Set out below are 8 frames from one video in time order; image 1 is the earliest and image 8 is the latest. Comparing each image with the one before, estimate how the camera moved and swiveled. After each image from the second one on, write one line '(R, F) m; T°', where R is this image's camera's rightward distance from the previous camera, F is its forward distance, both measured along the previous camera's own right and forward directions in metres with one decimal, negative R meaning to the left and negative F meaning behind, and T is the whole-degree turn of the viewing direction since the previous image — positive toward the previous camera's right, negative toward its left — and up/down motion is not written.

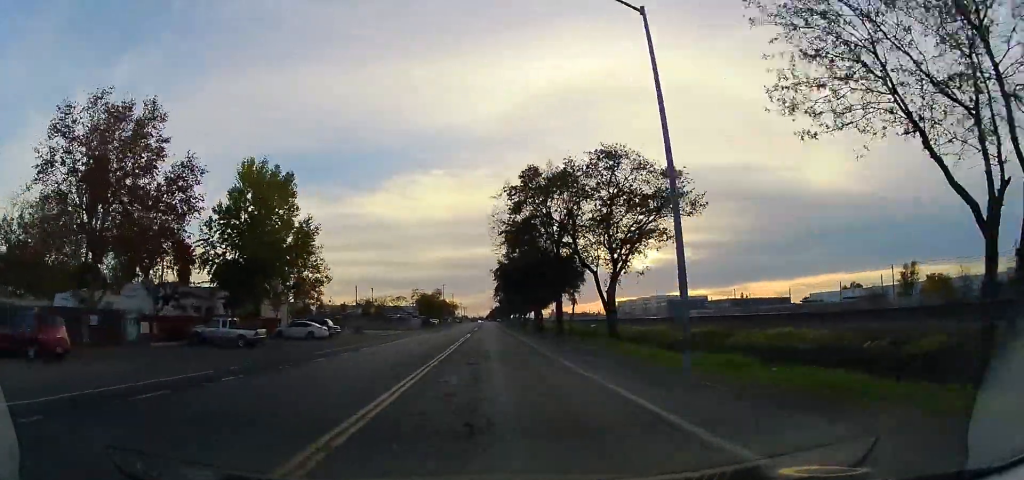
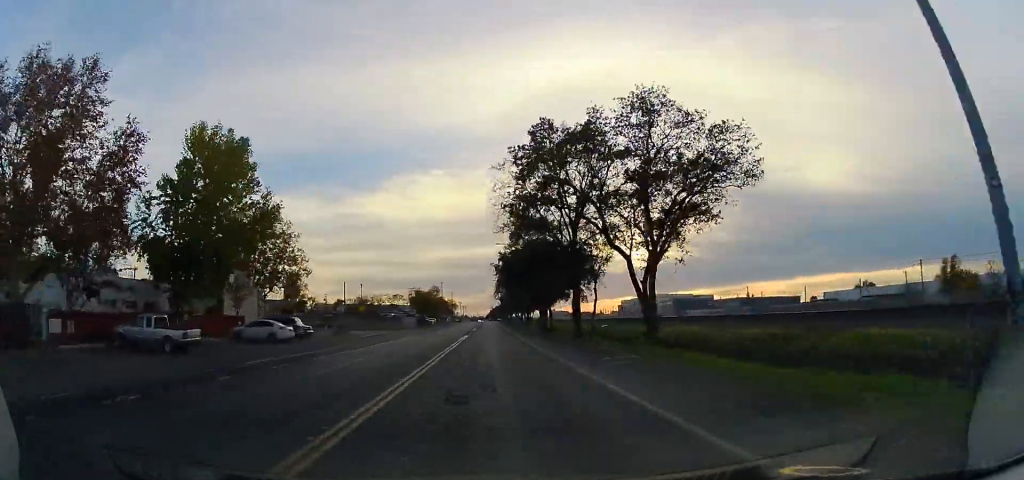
(0.0, +7.8) m; 0°
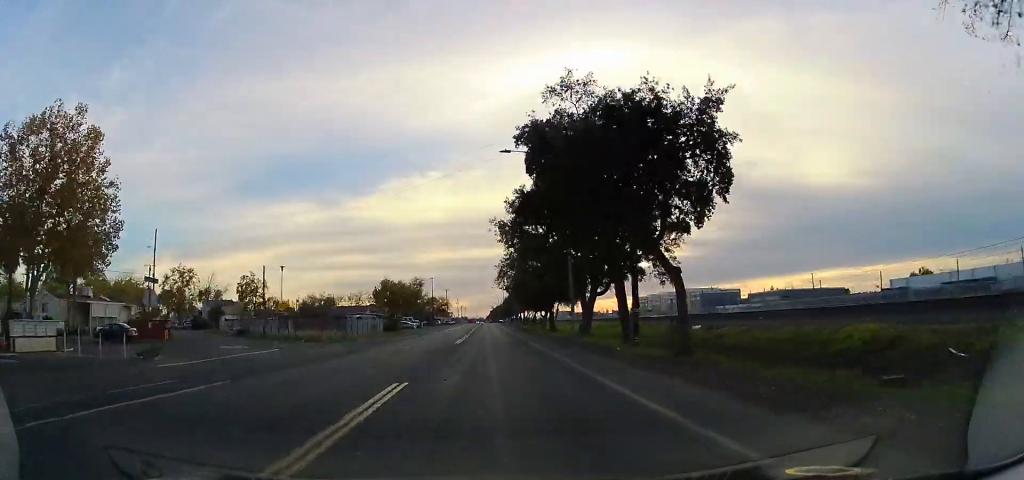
(+0.6, +31.9) m; 0°
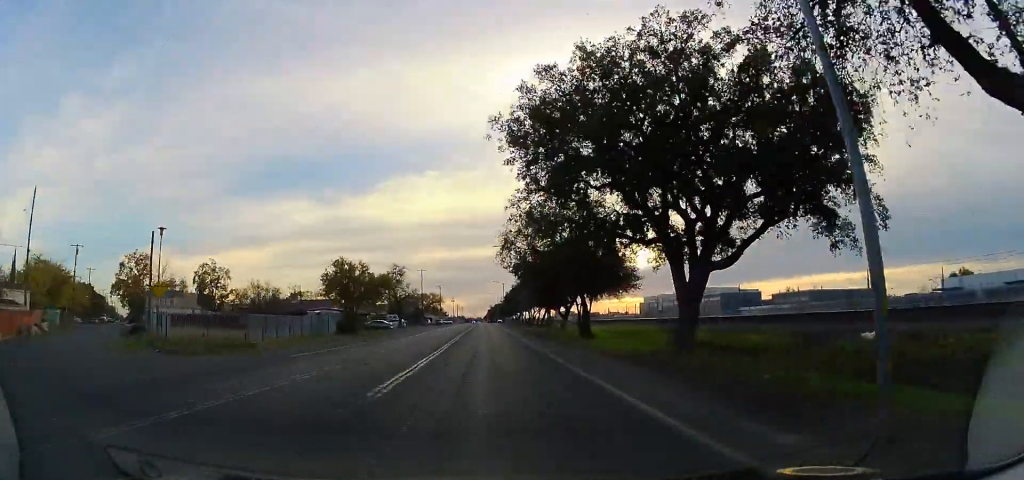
(-0.6, +20.7) m; 0°
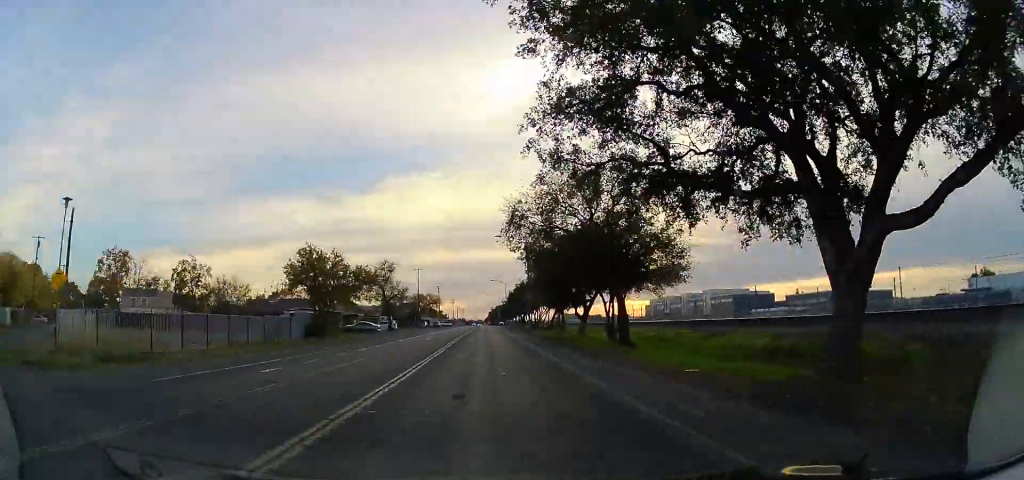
(+0.4, +9.4) m; +1°
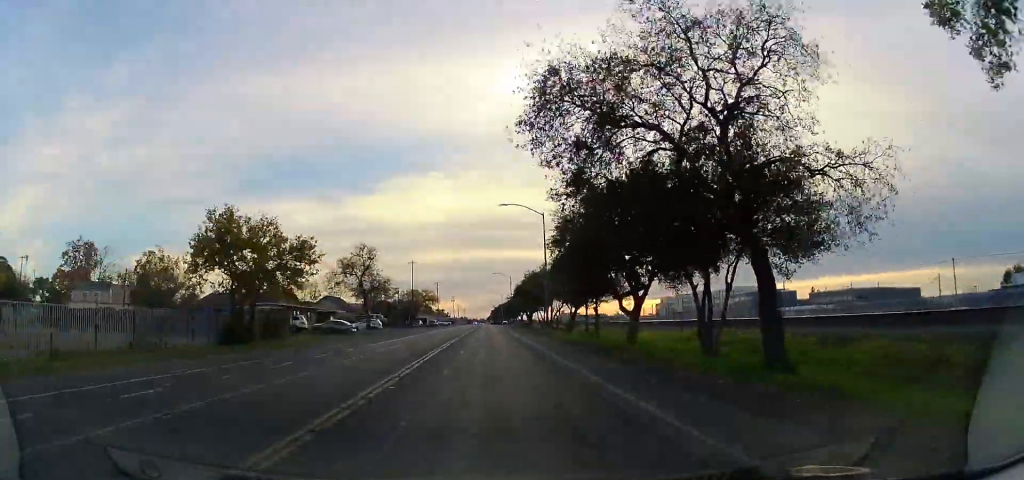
(+0.2, +13.7) m; +1°
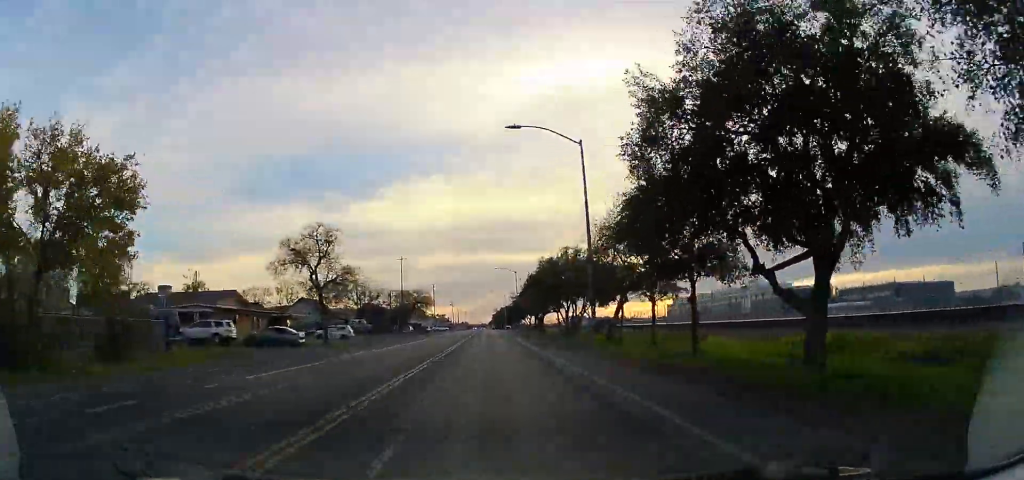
(0.0, +15.6) m; +1°
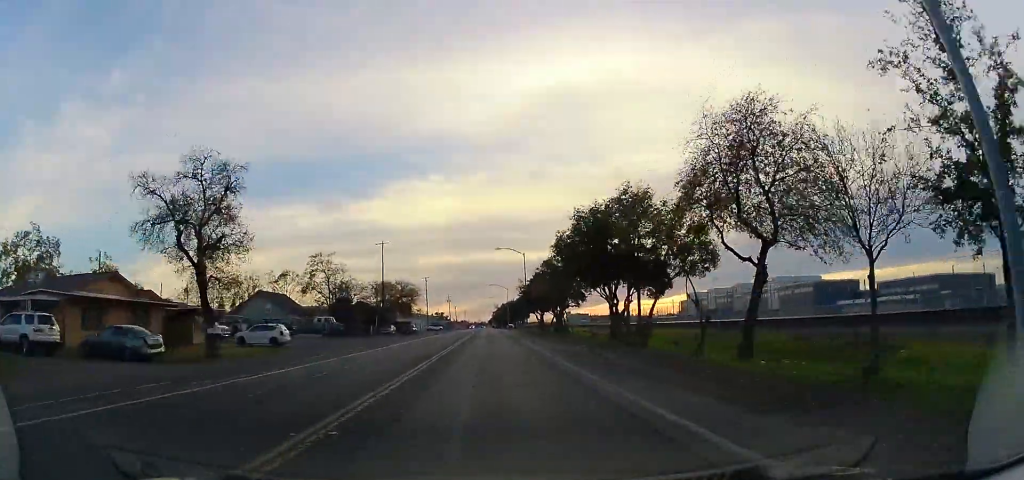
(+0.1, +17.7) m; -1°
